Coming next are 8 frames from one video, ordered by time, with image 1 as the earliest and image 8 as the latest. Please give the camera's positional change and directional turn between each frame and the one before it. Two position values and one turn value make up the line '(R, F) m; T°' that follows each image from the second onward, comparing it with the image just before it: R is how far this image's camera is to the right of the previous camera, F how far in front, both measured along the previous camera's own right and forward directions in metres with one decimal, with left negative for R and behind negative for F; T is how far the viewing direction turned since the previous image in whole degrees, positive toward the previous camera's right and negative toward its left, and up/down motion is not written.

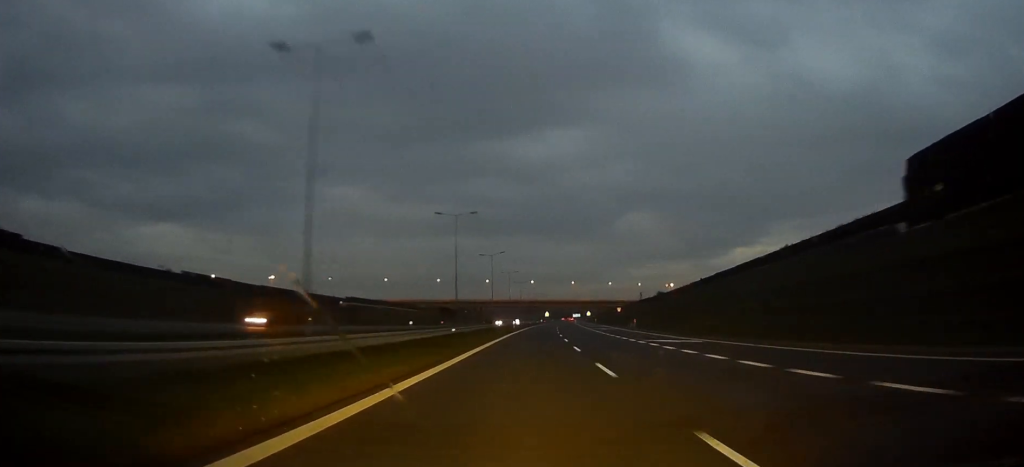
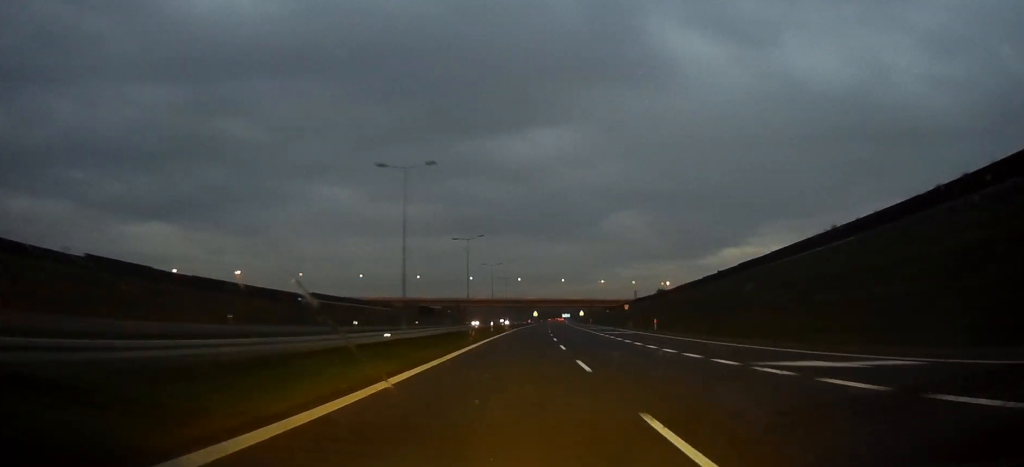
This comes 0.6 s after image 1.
(+0.3, +22.5) m; +1°
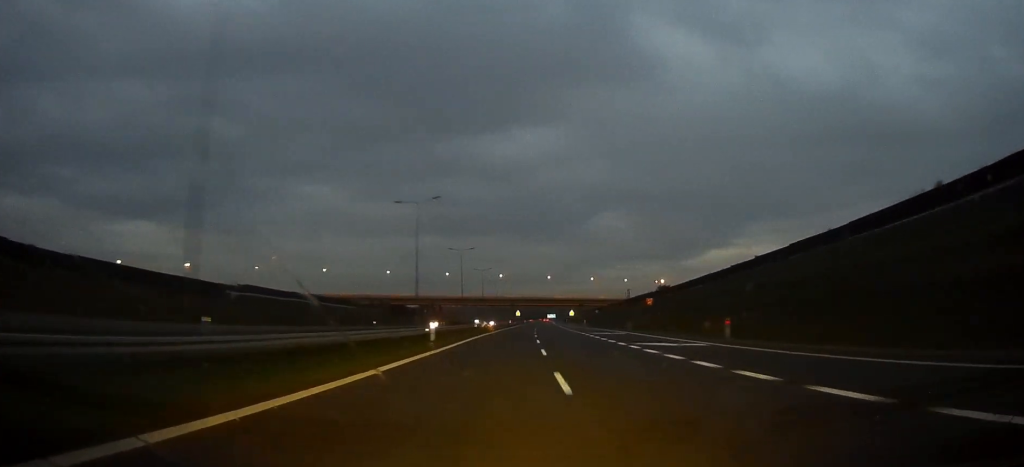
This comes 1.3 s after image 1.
(+0.4, +29.1) m; +1°
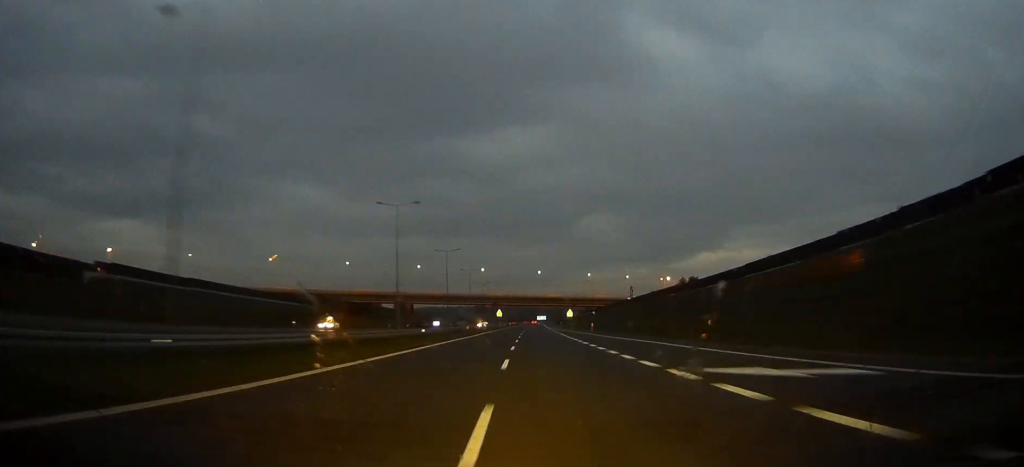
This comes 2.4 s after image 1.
(+0.5, +42.3) m; +1°
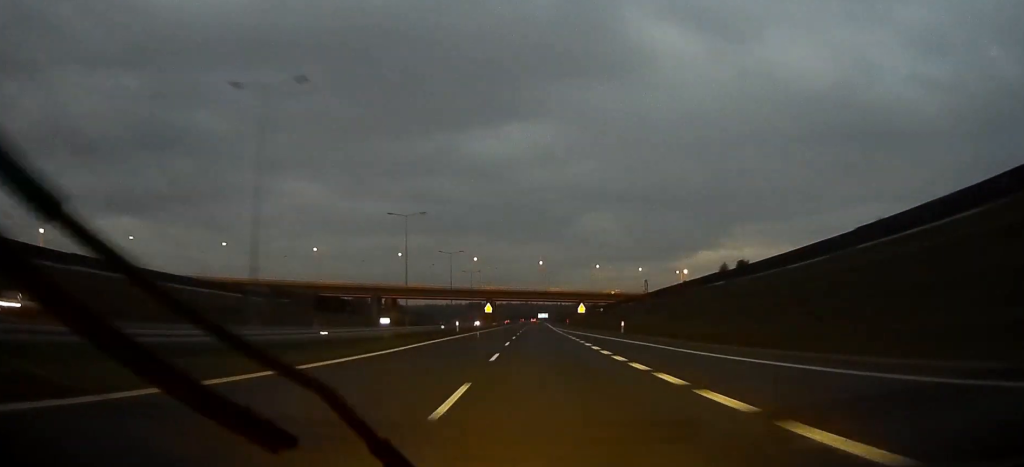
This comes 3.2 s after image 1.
(0.0, +33.1) m; 0°
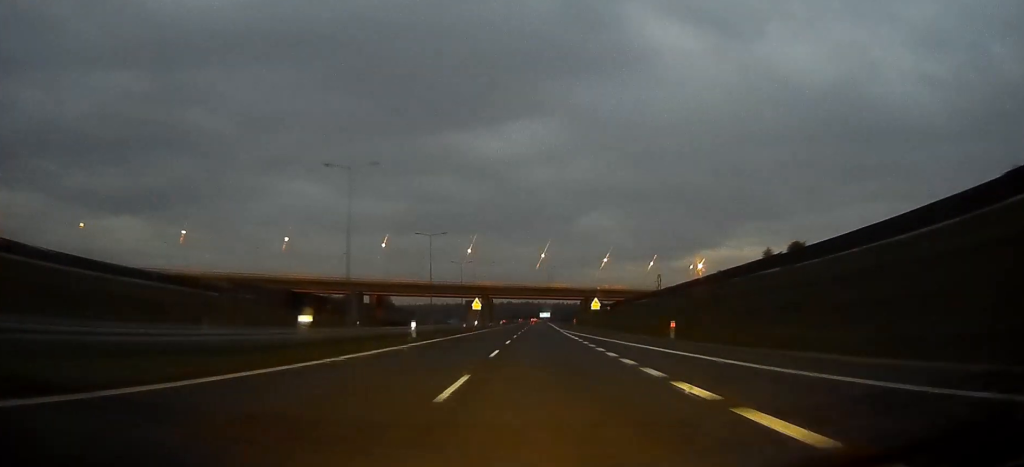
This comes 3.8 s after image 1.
(-0.1, +22.5) m; 0°
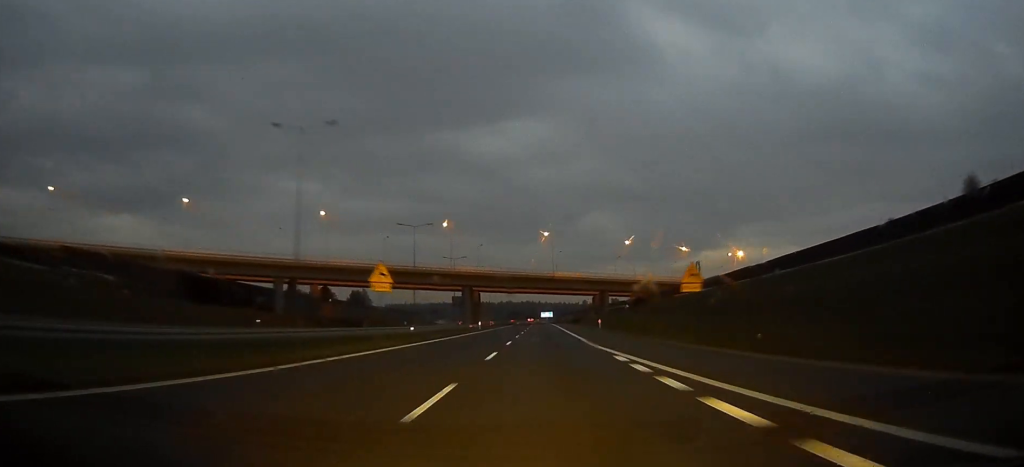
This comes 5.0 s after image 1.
(-0.1, +50.2) m; 0°
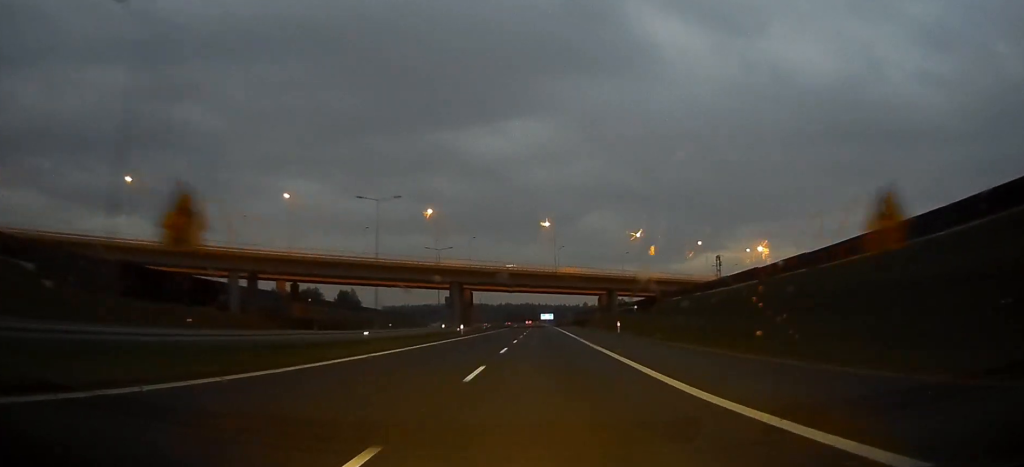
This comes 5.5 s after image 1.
(0.0, +18.4) m; 0°
